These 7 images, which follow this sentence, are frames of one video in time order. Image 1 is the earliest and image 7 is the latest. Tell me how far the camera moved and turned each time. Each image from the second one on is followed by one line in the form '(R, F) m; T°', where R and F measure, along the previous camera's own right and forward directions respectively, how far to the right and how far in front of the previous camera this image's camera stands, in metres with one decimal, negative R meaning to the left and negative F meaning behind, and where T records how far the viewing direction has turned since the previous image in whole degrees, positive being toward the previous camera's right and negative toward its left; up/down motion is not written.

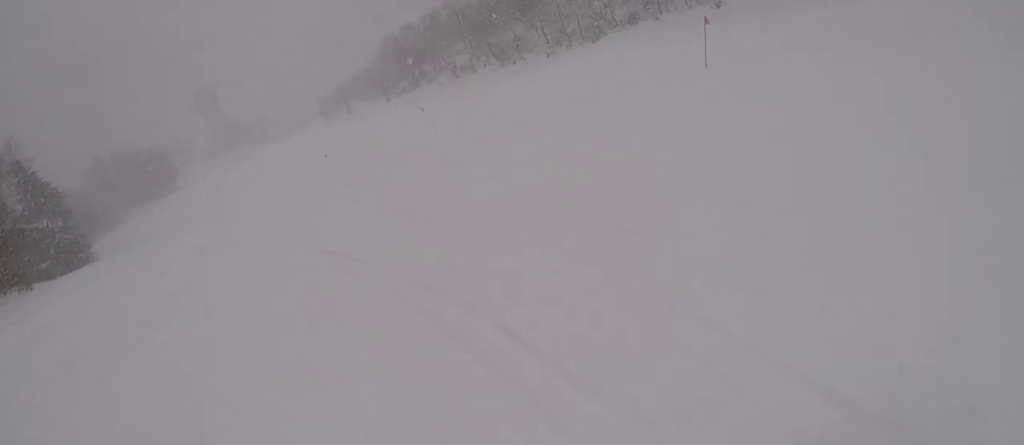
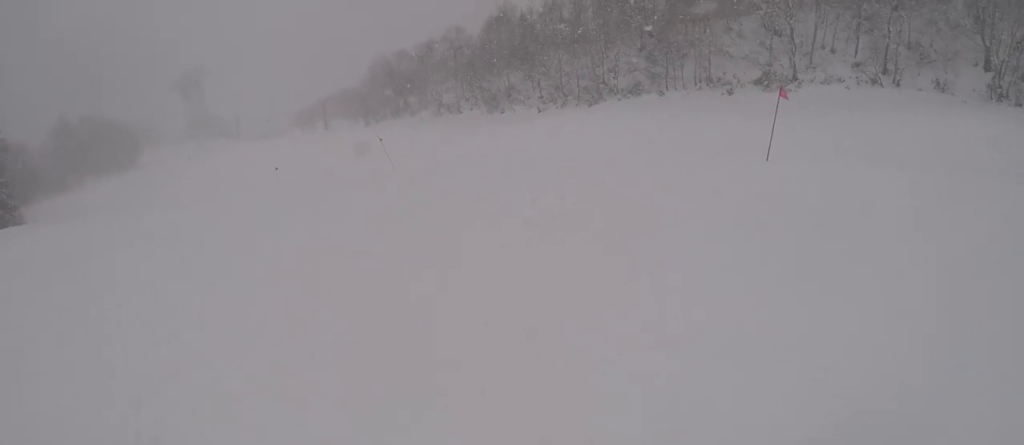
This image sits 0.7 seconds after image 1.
(+0.2, +7.2) m; -2°
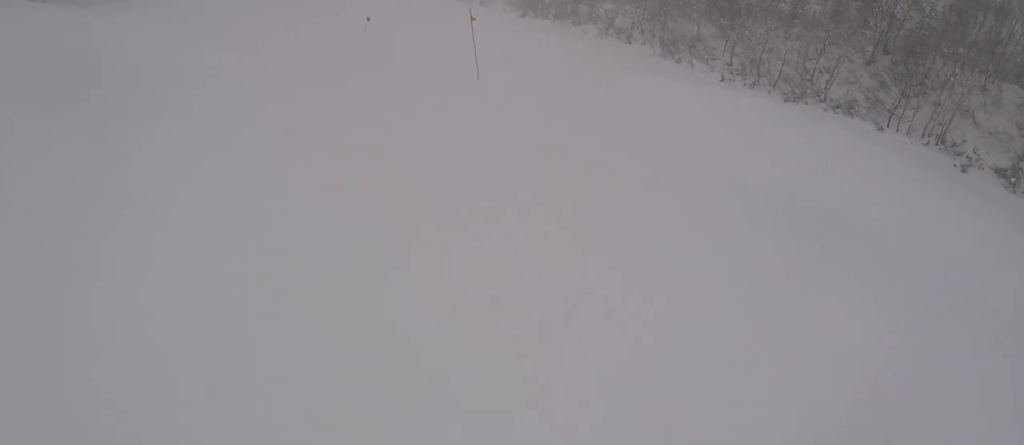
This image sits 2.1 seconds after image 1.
(-1.9, +15.2) m; -24°
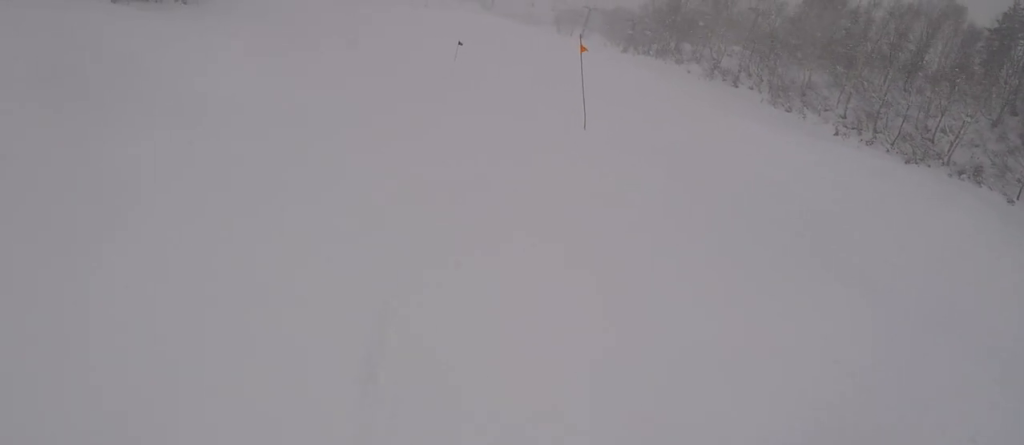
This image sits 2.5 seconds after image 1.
(-0.5, +4.6) m; -10°
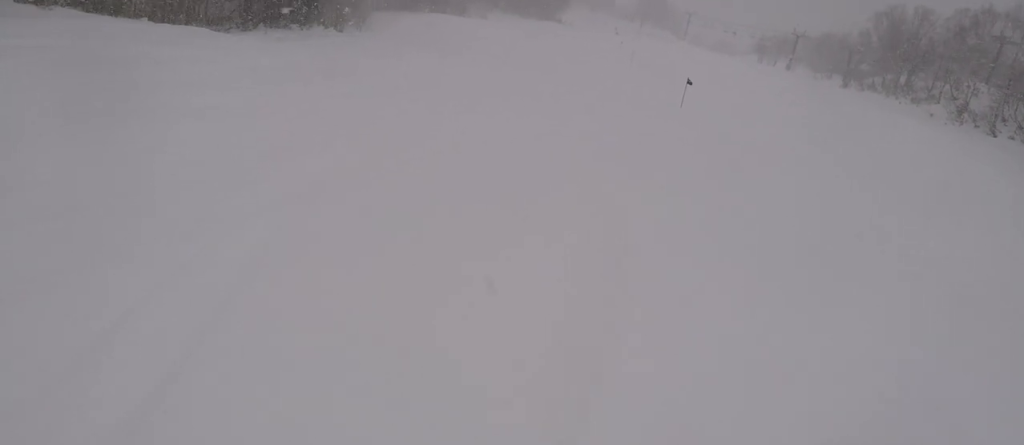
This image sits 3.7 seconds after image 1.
(-3.4, +13.0) m; -17°
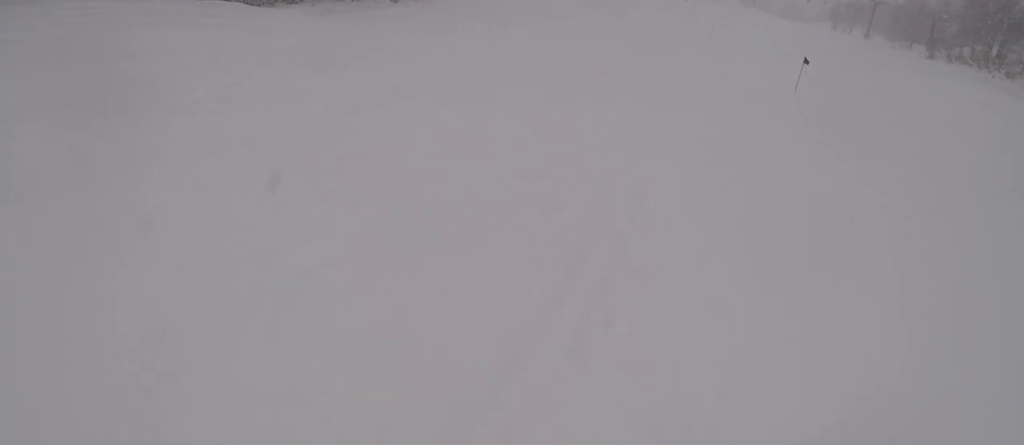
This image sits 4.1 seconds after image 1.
(-0.6, +4.7) m; 0°
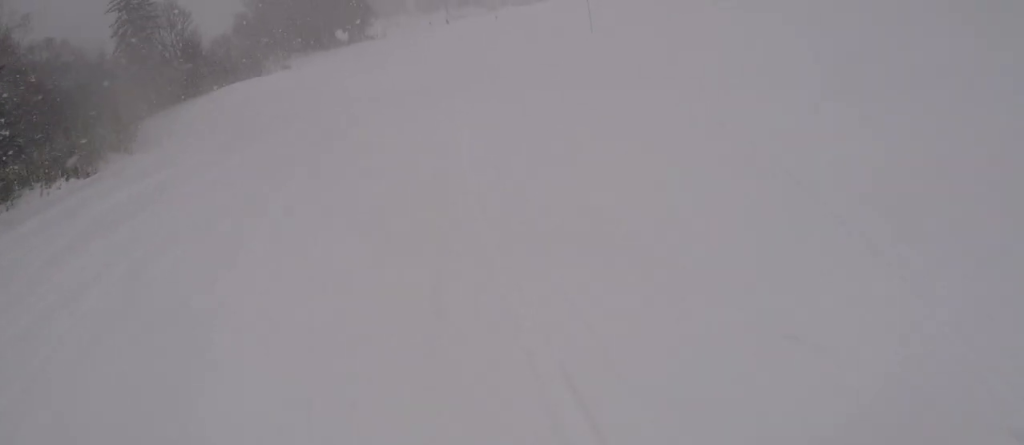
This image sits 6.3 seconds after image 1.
(+6.7, +23.6) m; +31°
